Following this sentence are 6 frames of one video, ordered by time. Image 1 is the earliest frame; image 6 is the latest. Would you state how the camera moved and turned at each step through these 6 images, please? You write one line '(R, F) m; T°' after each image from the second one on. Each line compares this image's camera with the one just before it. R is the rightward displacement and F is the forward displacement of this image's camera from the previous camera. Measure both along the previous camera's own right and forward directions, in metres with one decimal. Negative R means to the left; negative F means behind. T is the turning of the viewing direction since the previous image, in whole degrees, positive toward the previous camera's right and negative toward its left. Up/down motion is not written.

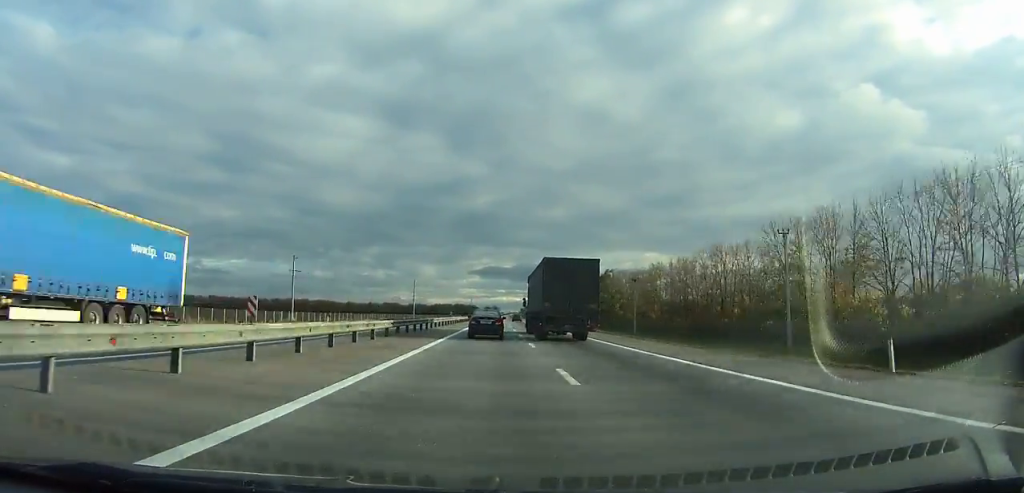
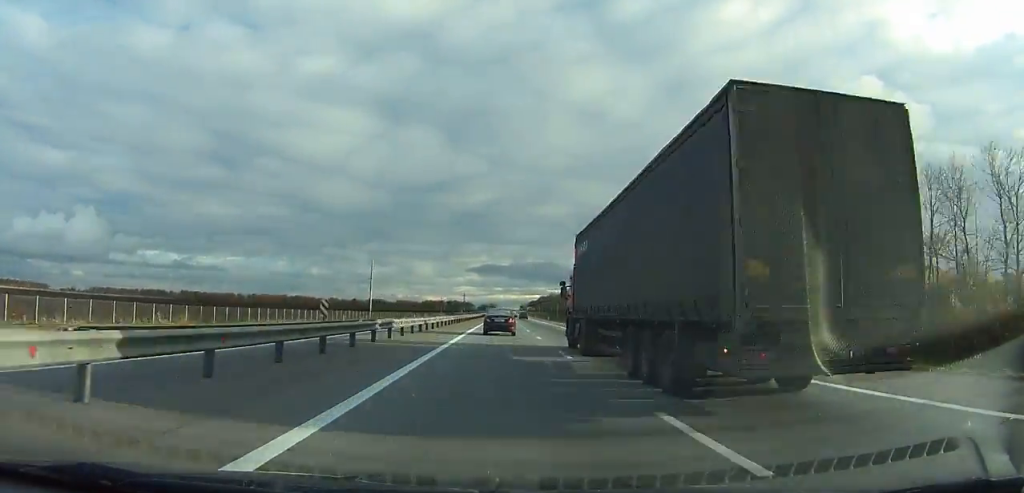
(-0.2, +101.9) m; 0°
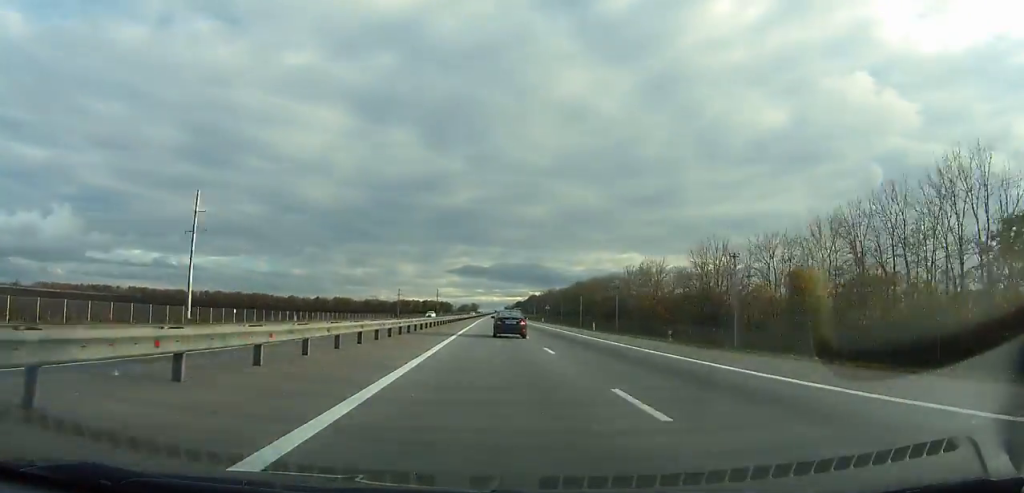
(+0.8, +115.6) m; +1°
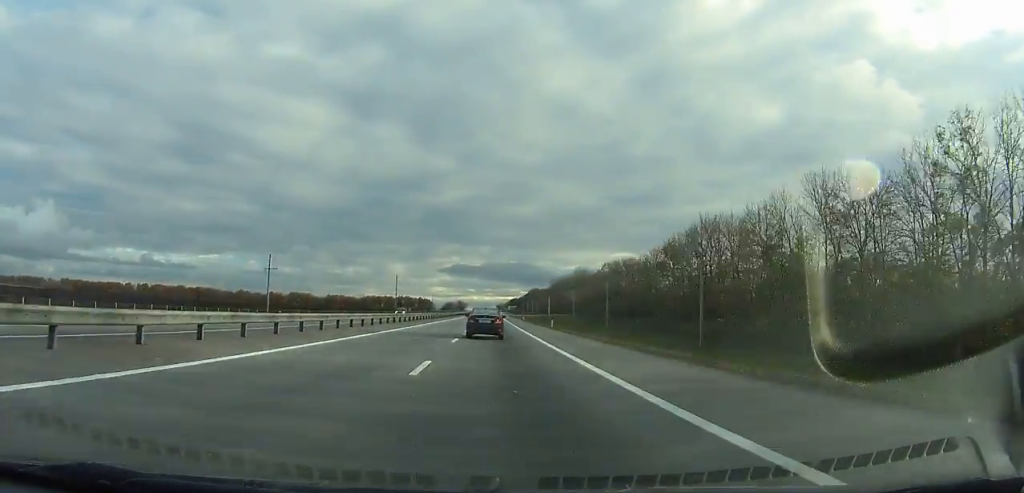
(+3.4, +149.6) m; +2°
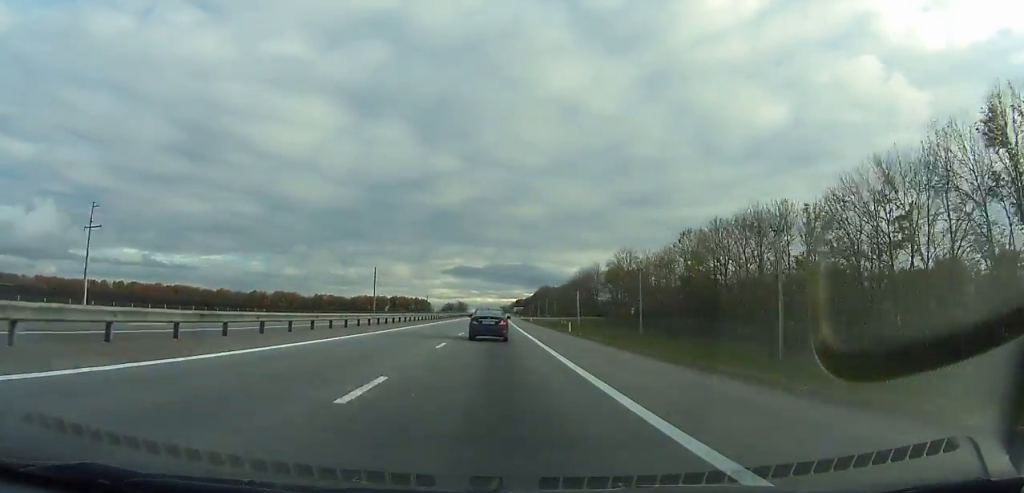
(+0.2, +63.9) m; 0°
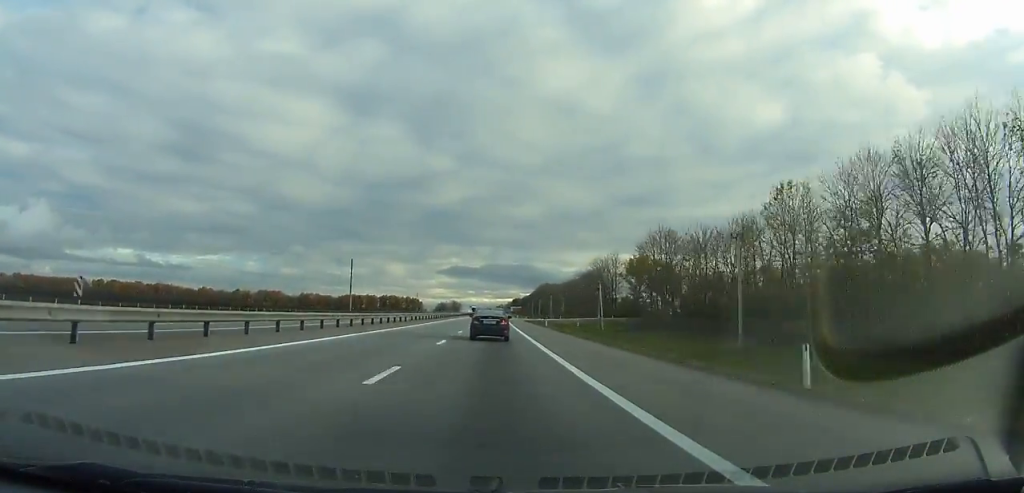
(-0.1, +34.6) m; 0°
